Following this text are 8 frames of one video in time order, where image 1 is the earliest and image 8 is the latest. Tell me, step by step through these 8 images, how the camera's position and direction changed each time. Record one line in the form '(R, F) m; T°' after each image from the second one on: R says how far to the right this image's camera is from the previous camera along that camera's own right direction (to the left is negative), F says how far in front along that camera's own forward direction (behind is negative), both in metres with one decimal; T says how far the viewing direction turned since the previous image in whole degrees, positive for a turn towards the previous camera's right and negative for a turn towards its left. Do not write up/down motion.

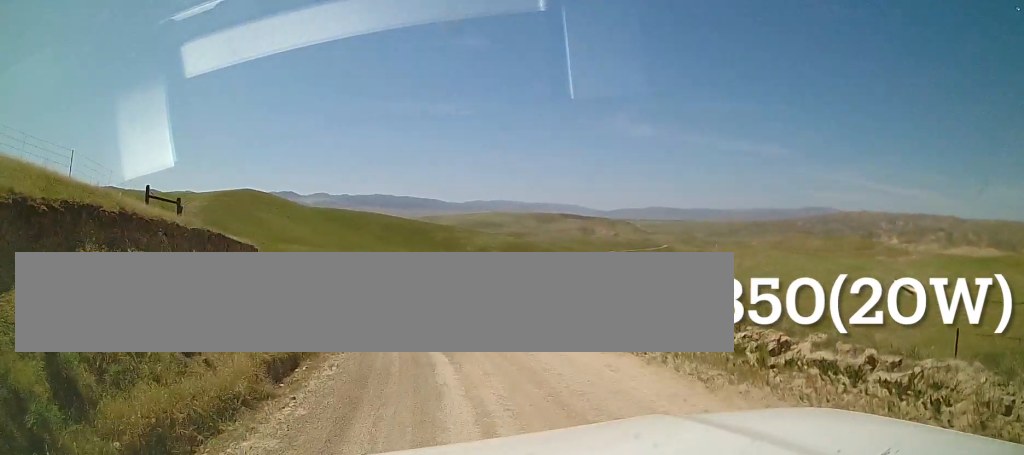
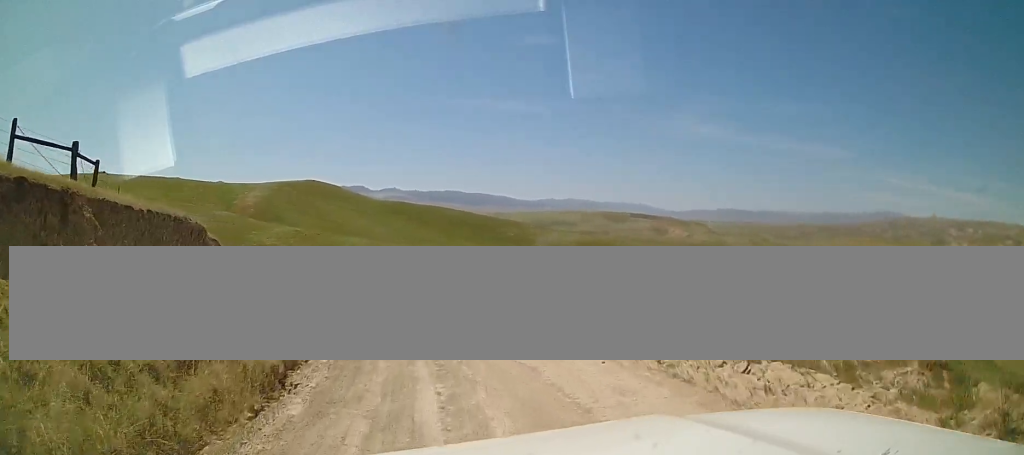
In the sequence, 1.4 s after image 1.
(-0.7, +11.1) m; -9°
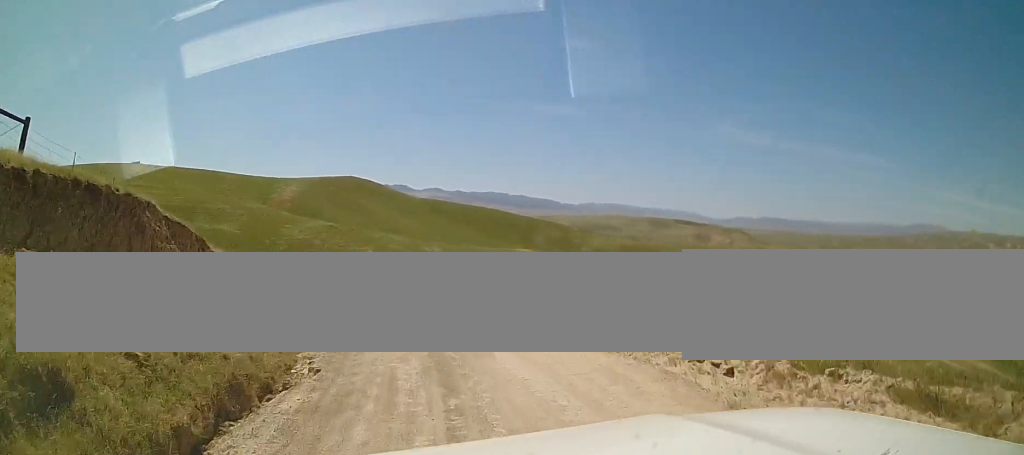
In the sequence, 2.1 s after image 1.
(-0.3, +5.3) m; -5°
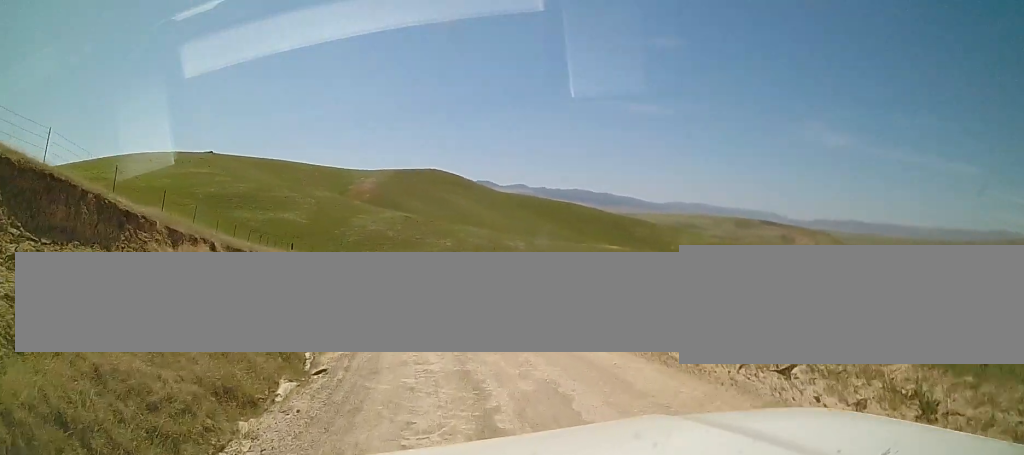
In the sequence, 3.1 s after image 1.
(-0.5, +8.2) m; -8°
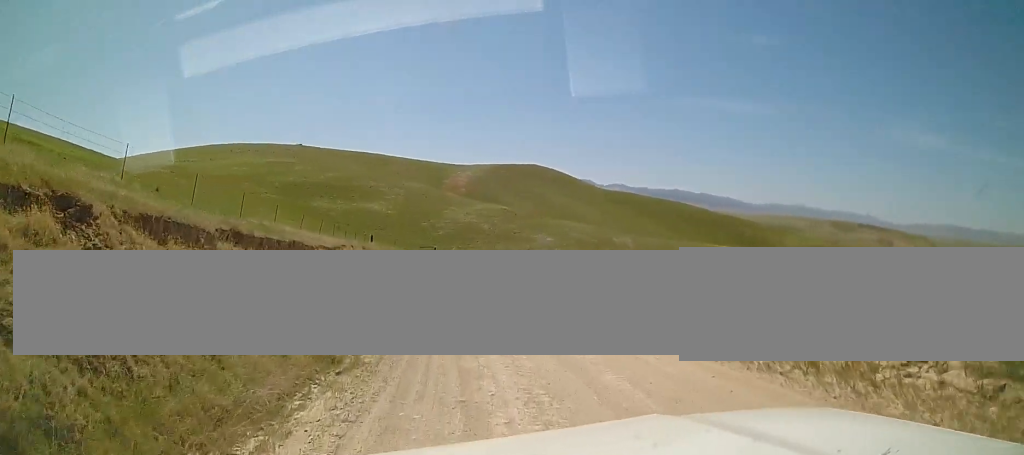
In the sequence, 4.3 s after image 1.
(-0.8, +10.0) m; -9°
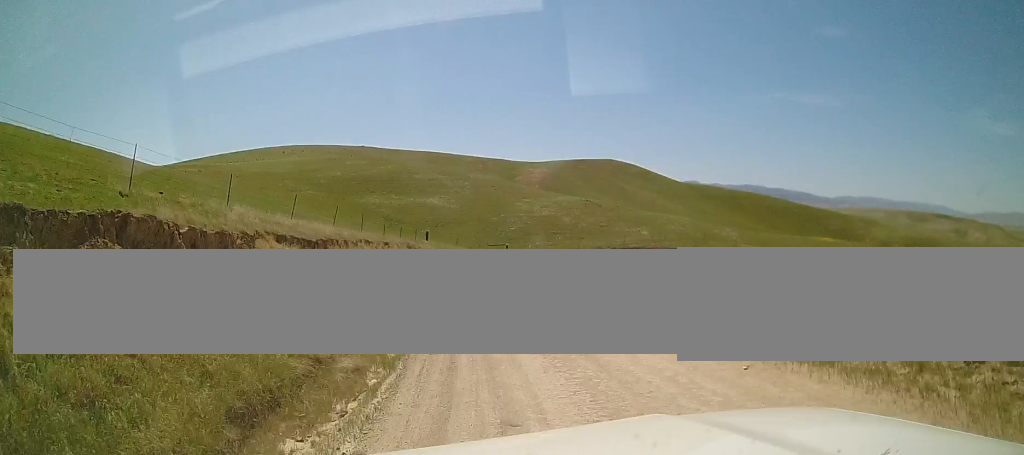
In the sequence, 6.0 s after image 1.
(-0.7, +15.1) m; -2°
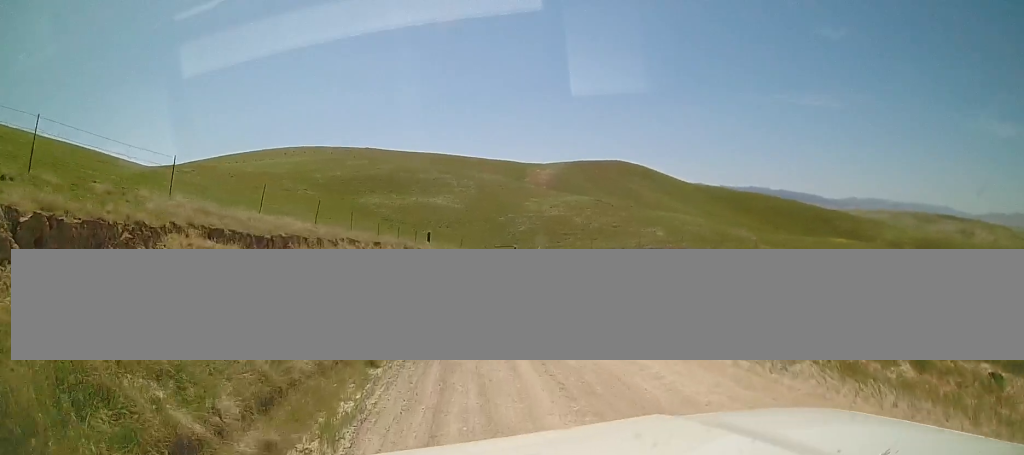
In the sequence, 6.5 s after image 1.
(+0.2, +4.5) m; 0°
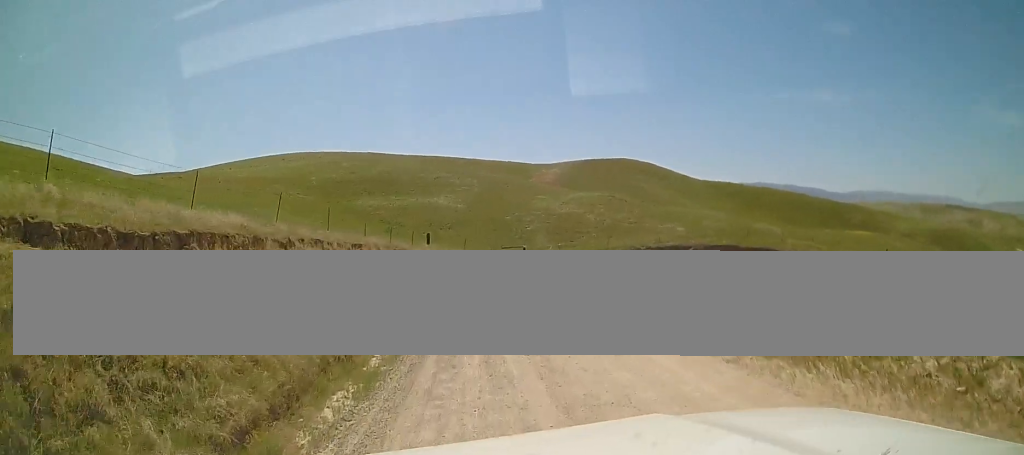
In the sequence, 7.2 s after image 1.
(-0.3, +5.5) m; -3°
